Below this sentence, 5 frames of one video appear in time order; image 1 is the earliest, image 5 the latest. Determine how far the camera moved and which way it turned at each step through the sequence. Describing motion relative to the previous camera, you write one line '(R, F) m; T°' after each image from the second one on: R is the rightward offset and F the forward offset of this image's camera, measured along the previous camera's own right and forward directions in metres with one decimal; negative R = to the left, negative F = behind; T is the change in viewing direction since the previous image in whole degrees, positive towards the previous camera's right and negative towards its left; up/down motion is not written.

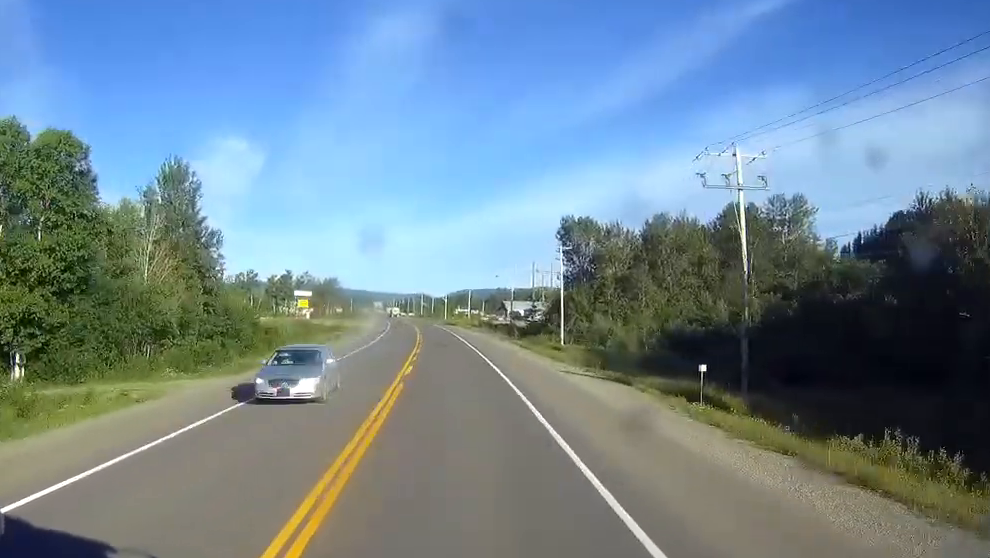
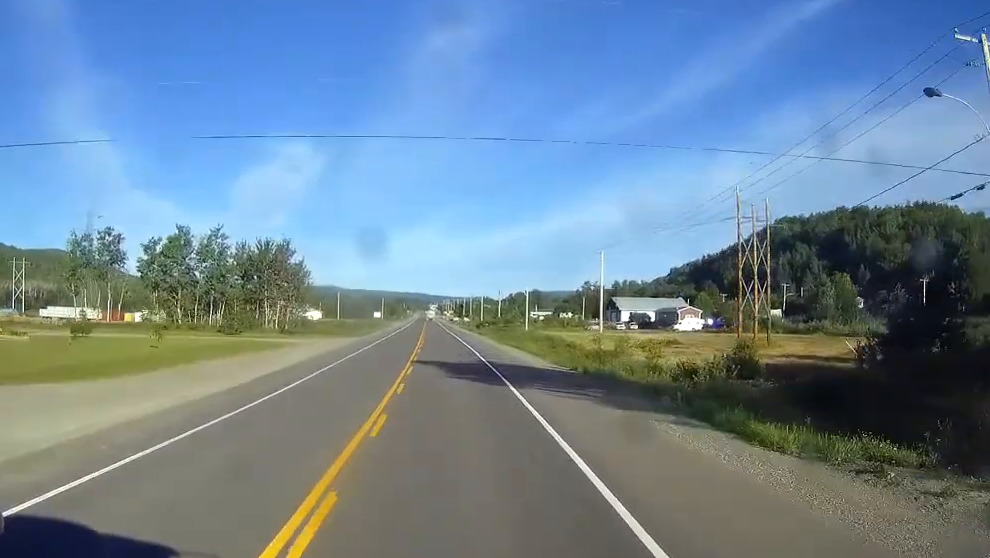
(-4.5, +130.9) m; -4°
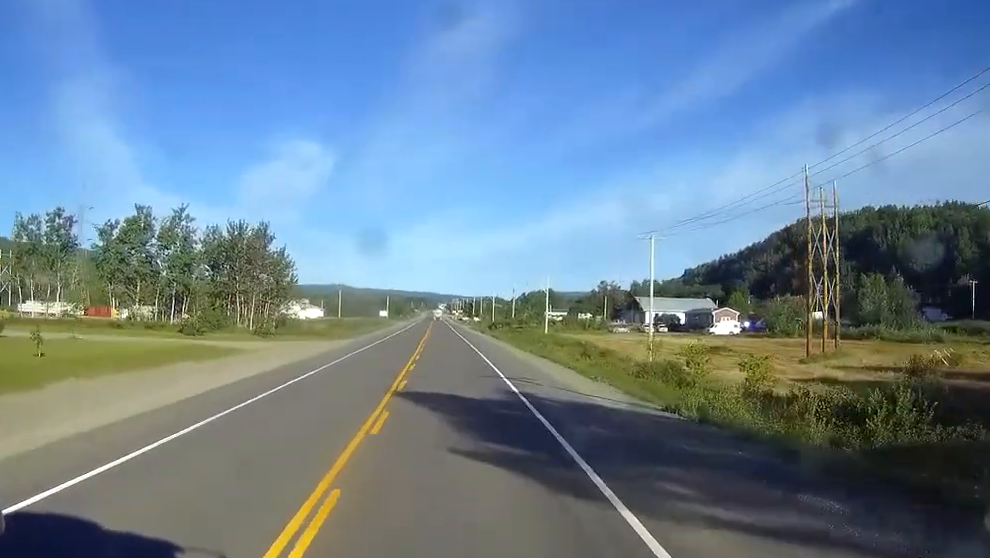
(-0.2, +17.7) m; -1°
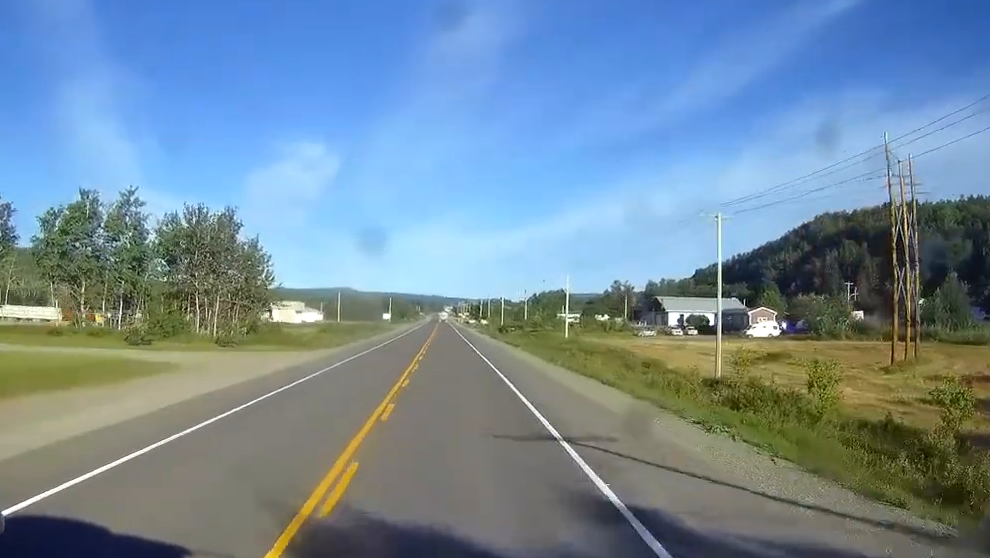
(-0.1, +15.9) m; -1°
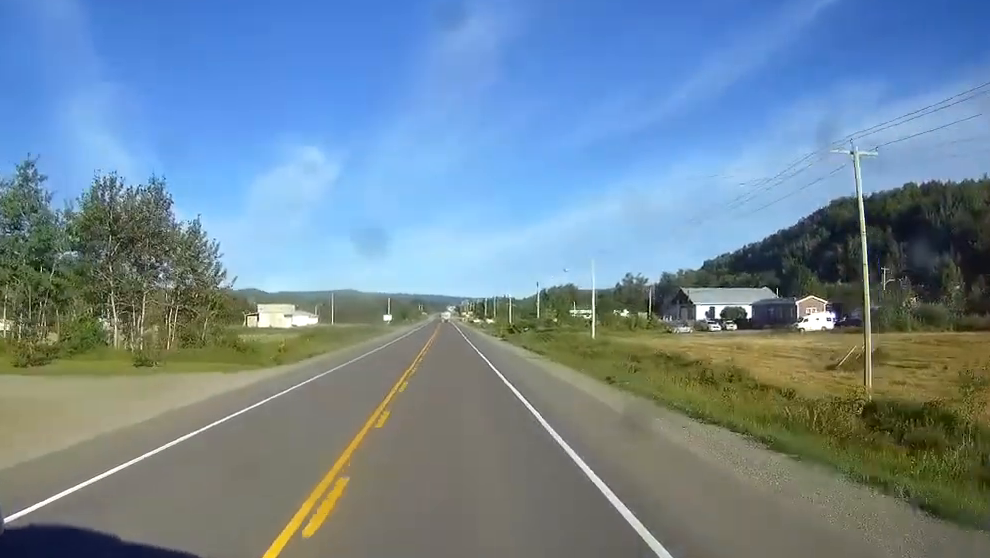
(-0.2, +18.6) m; 0°
